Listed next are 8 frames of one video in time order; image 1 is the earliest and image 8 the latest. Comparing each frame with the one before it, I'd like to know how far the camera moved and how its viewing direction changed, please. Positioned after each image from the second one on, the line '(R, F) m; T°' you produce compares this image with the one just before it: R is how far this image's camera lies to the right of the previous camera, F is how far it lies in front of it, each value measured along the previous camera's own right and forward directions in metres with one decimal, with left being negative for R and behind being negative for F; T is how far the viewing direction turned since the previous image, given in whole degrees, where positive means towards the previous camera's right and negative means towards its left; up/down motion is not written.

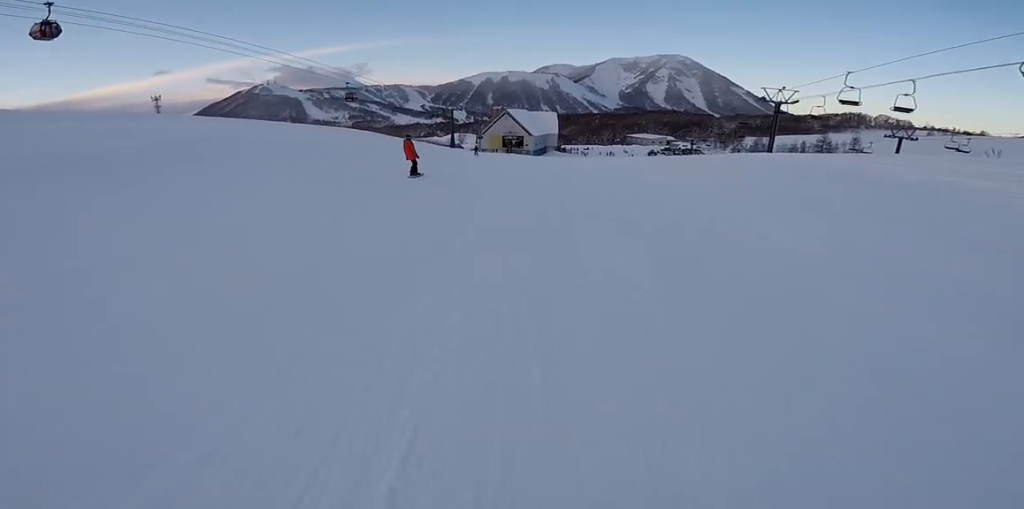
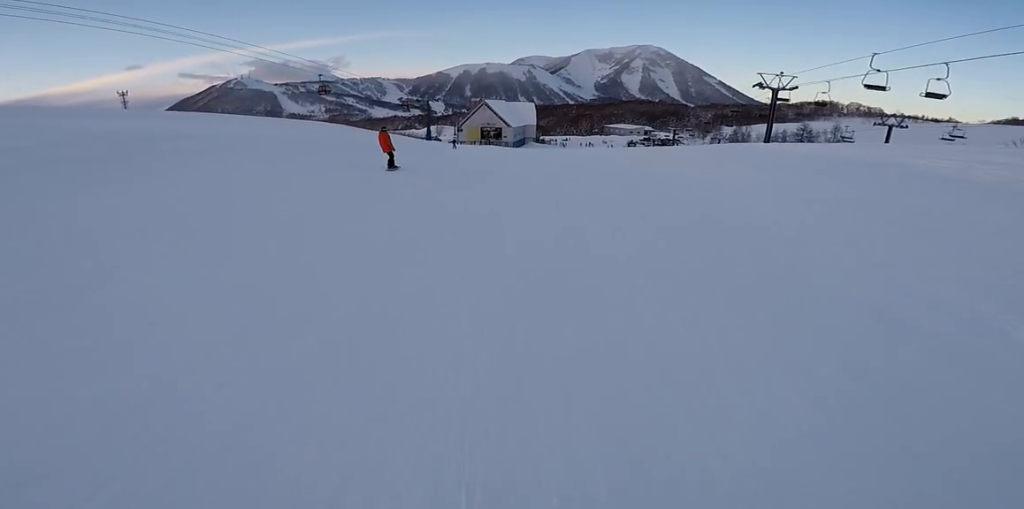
(+0.4, +4.9) m; -5°
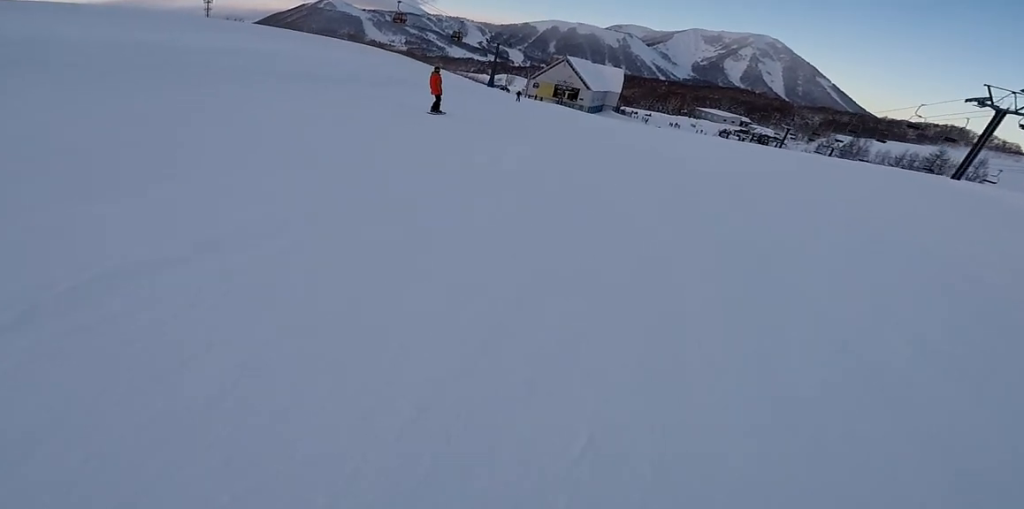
(-1.0, +11.8) m; -1°
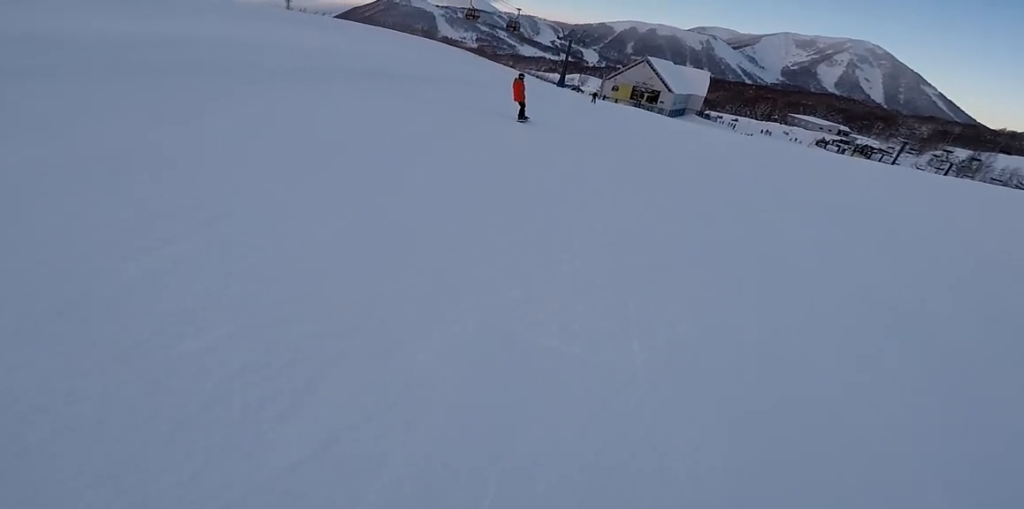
(+0.7, +6.3) m; 0°
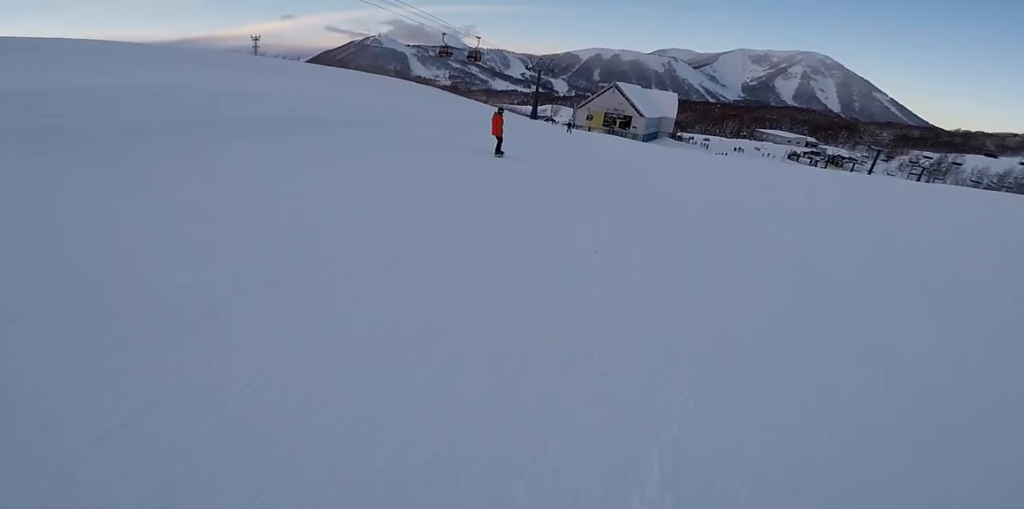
(-0.6, +3.5) m; -2°
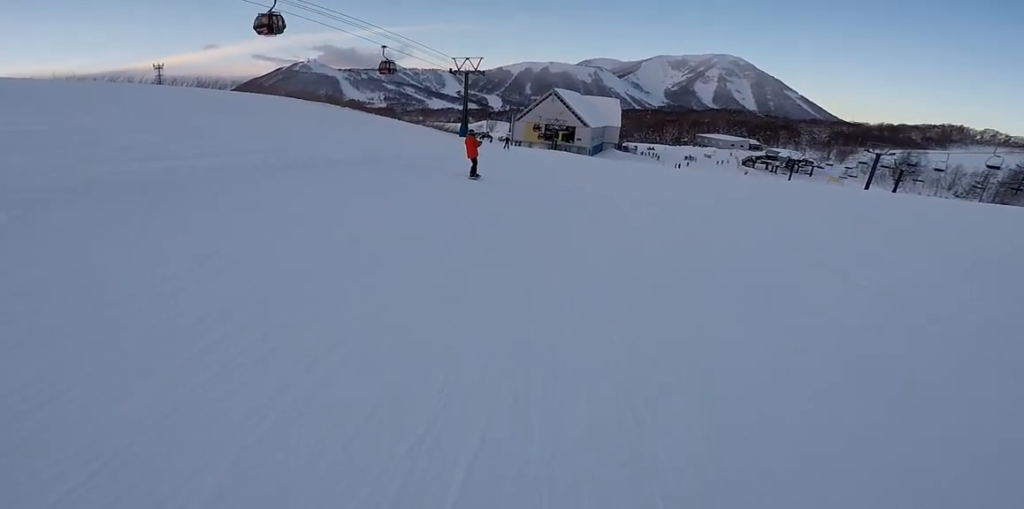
(+2.2, +20.4) m; +8°
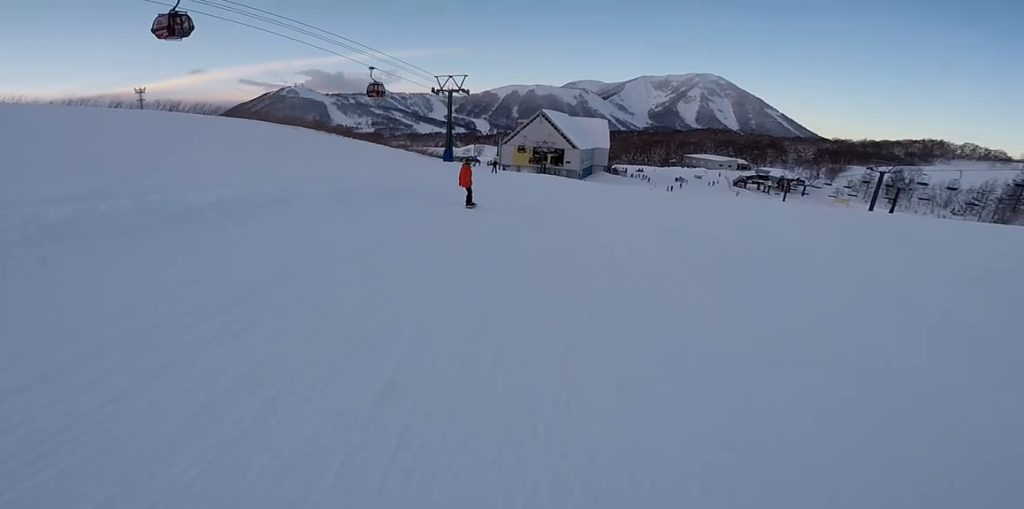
(-0.2, +4.8) m; -2°
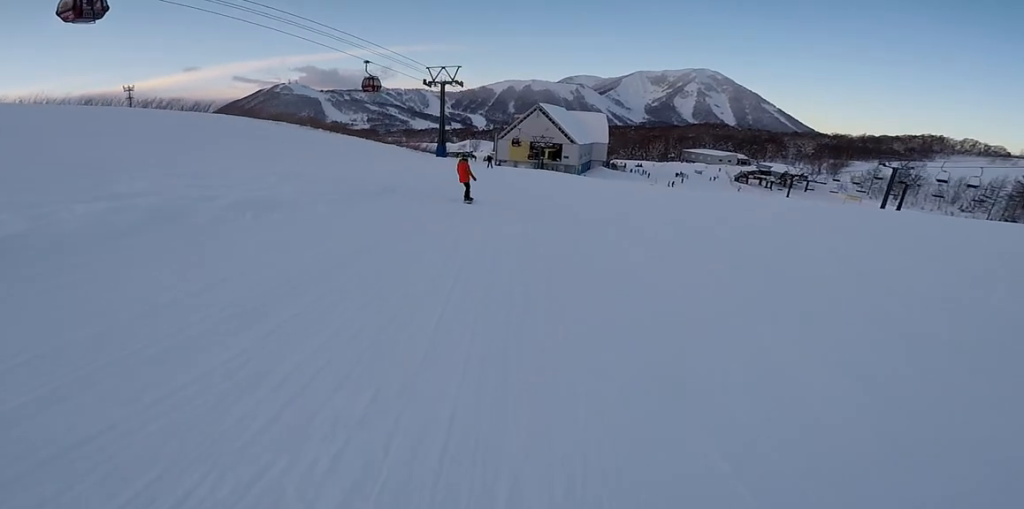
(0.0, +3.0) m; -3°
